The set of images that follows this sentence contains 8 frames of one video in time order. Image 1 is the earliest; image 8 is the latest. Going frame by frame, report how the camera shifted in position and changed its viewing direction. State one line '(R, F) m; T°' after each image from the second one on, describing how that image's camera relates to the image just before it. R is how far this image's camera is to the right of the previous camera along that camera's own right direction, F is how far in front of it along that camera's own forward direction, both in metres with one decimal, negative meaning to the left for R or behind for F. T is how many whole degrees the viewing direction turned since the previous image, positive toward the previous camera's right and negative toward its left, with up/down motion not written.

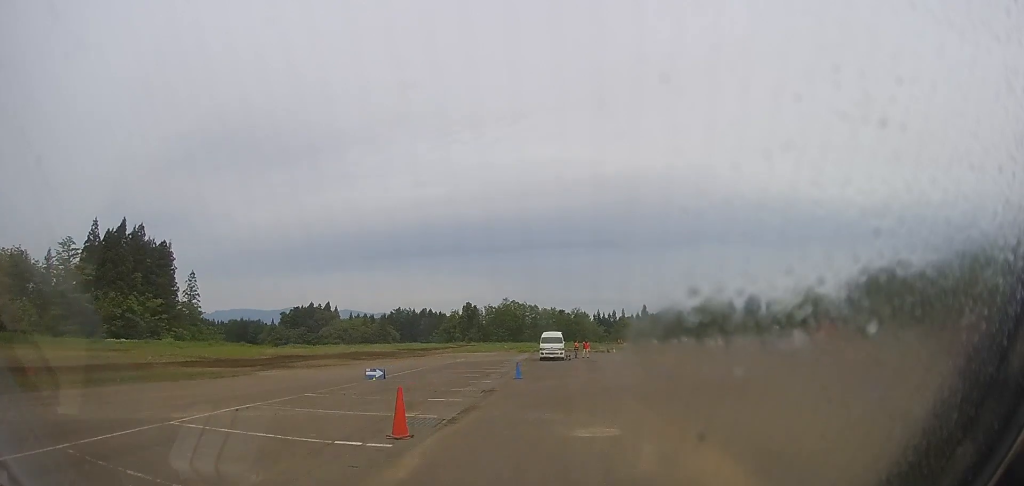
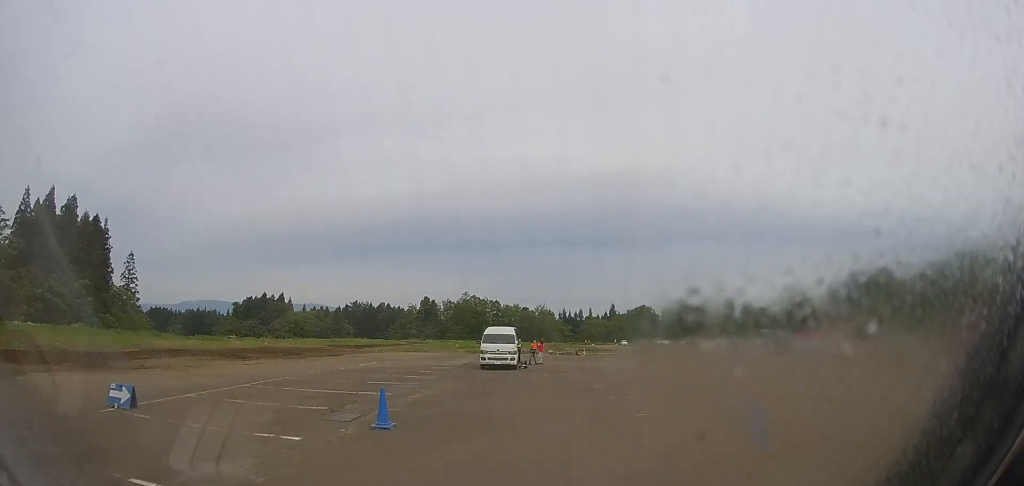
(+0.7, +12.2) m; +6°
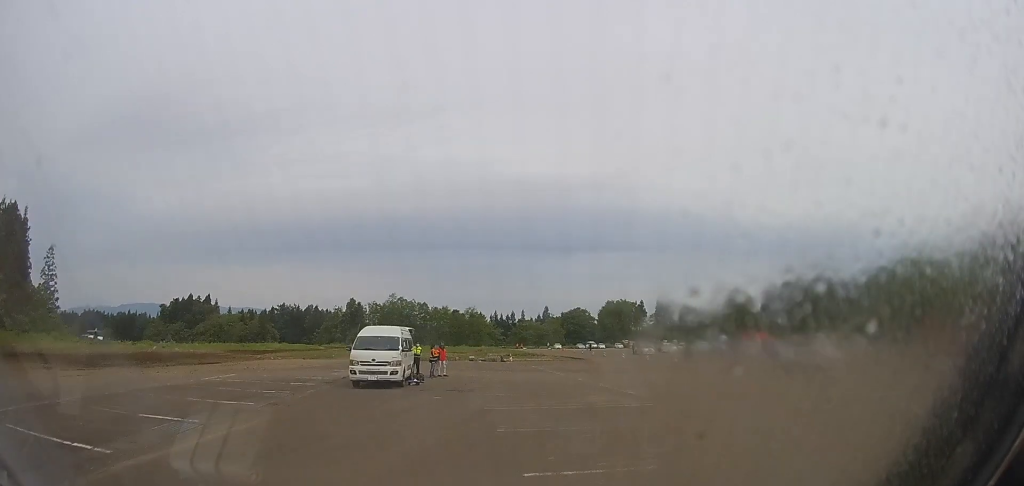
(+0.1, +7.3) m; +1°
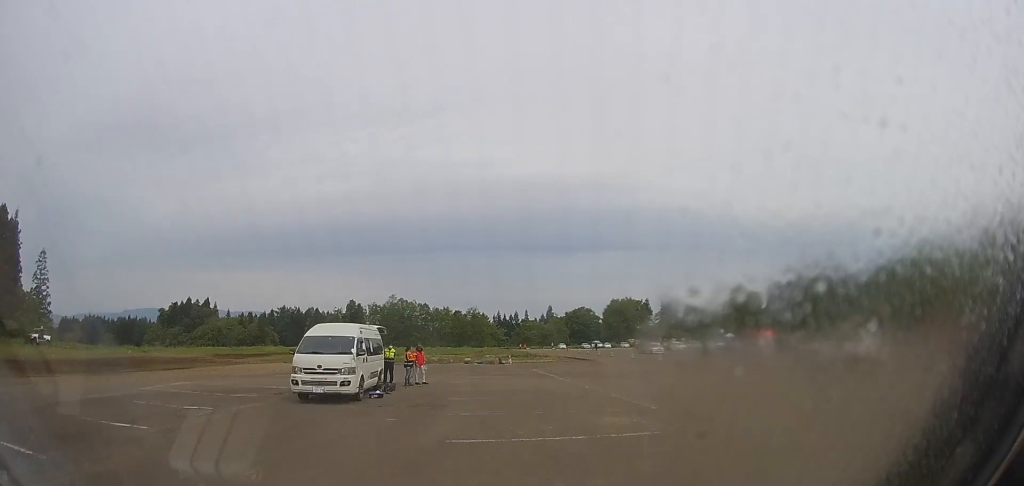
(0.0, +3.9) m; 0°
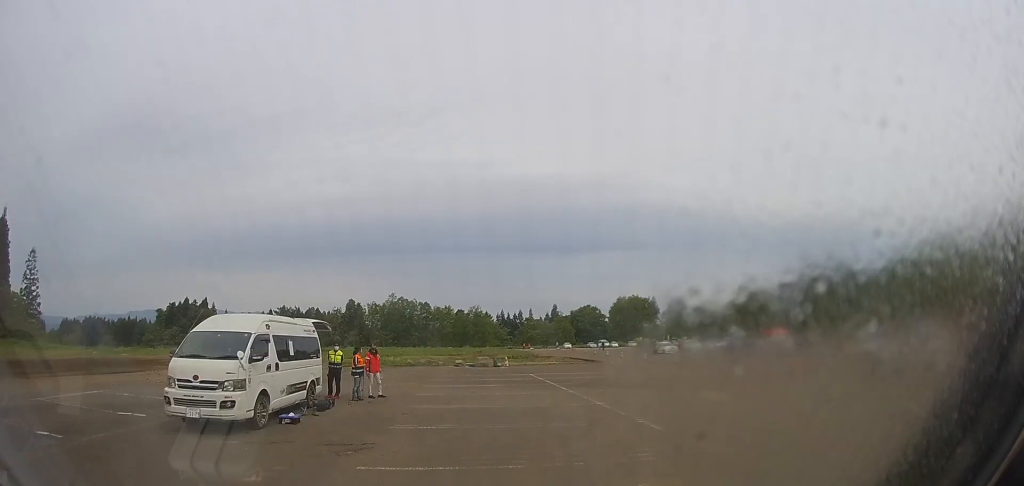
(0.0, +4.5) m; 0°
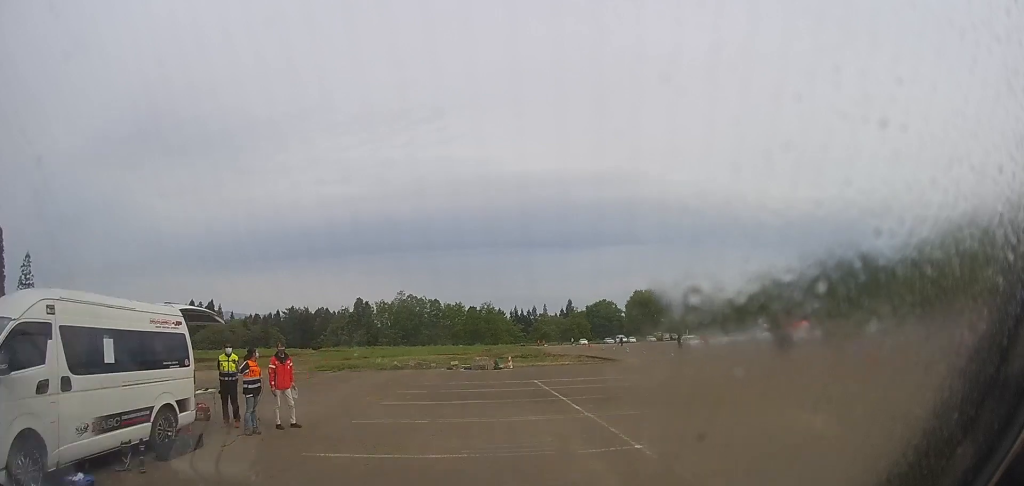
(0.0, +4.8) m; -4°
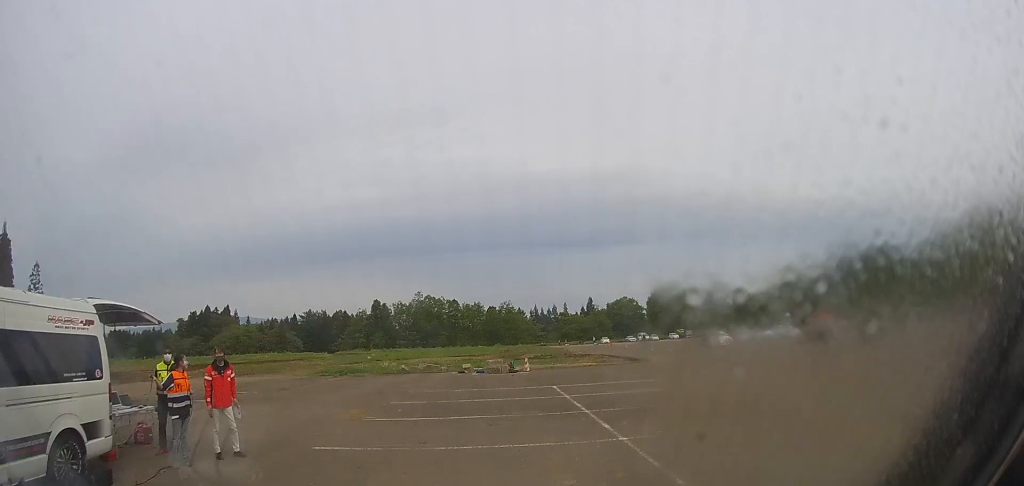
(+0.2, +2.9) m; -5°
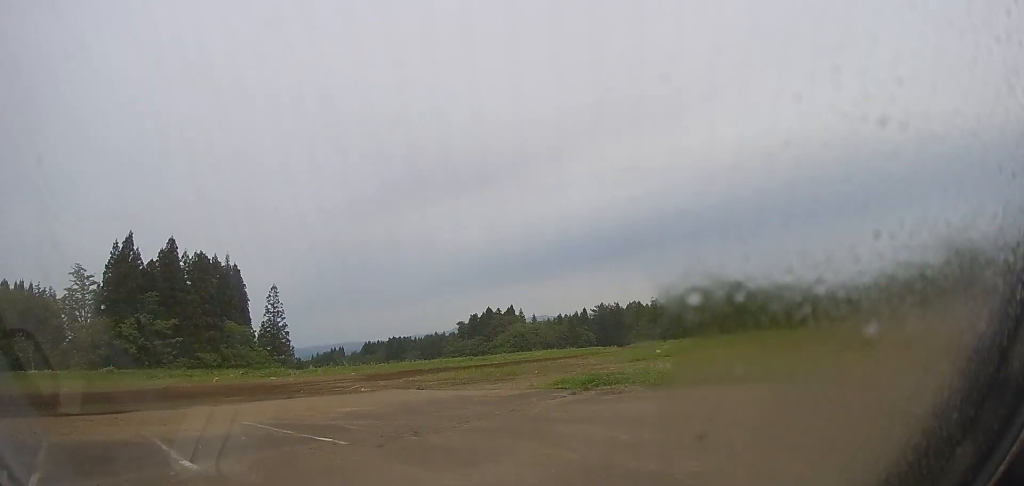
(-3.7, +9.9) m; -38°
